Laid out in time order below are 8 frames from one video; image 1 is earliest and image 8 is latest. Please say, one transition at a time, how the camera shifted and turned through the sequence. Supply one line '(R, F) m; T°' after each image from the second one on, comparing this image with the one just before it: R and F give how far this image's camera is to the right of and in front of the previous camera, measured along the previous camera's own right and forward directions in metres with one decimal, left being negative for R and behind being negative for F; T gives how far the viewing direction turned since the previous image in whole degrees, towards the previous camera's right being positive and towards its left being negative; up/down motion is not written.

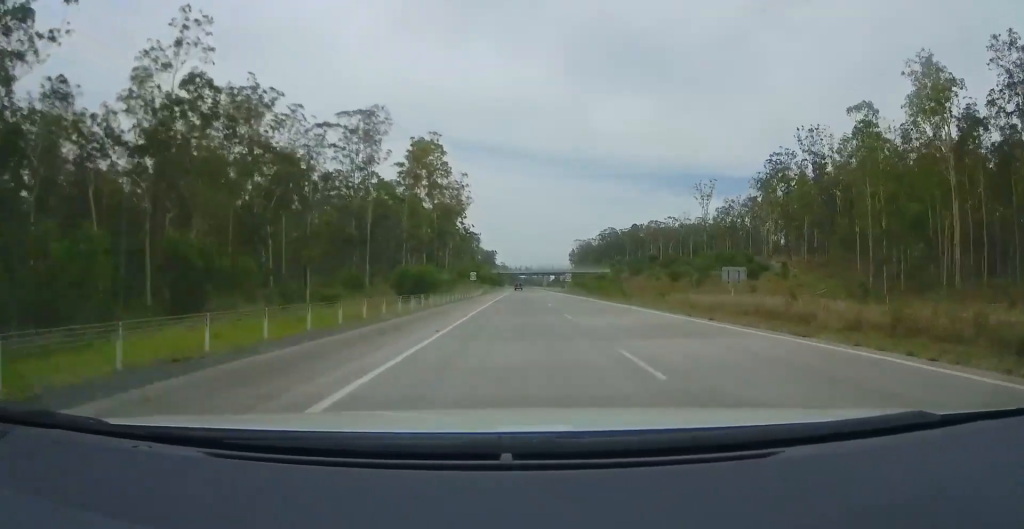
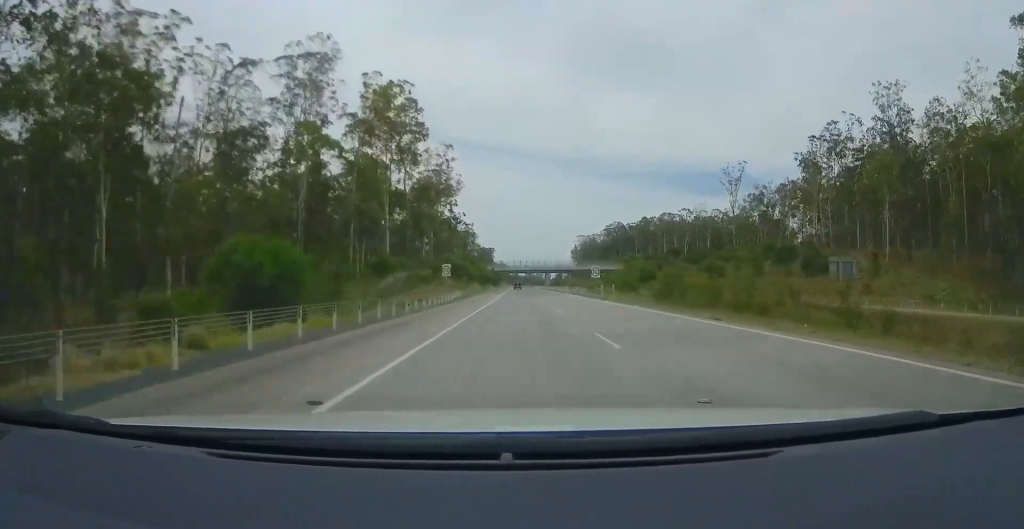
(-0.6, +32.7) m; 0°
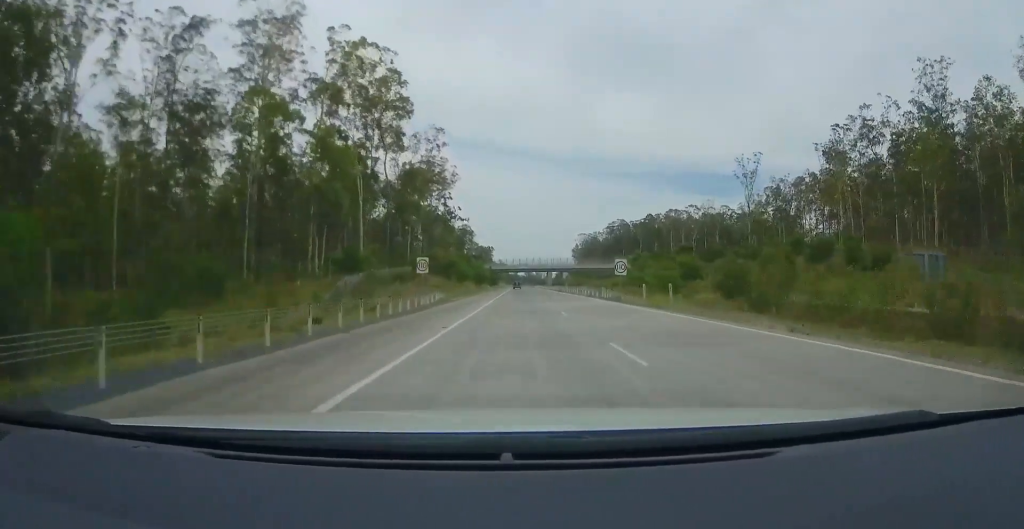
(+0.3, +14.6) m; 0°
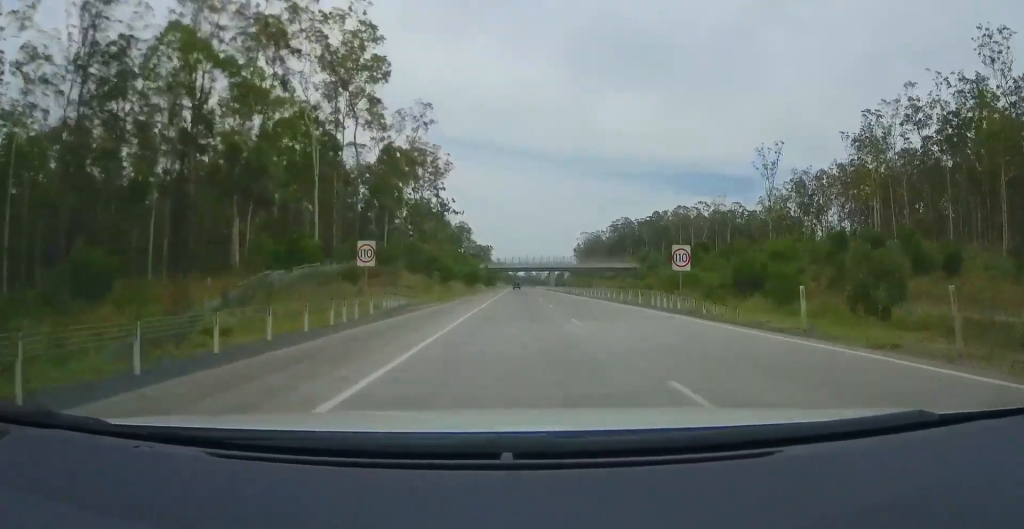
(-0.1, +15.8) m; 0°
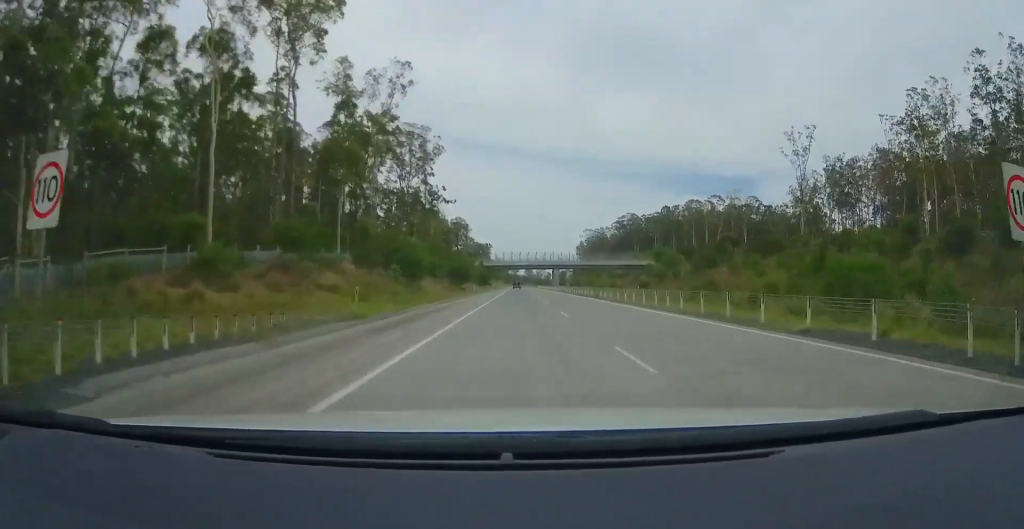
(-0.3, +20.6) m; 0°
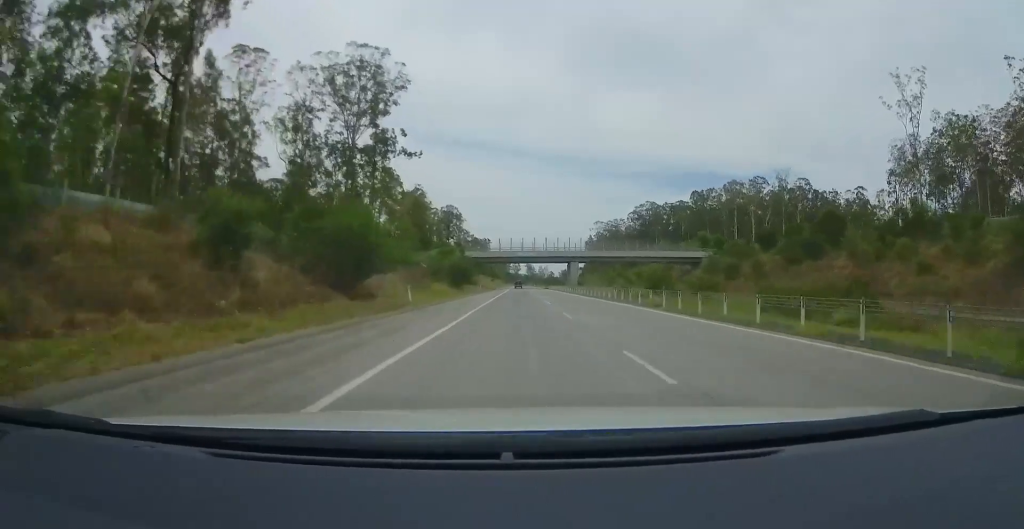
(+0.1, +48.9) m; 0°
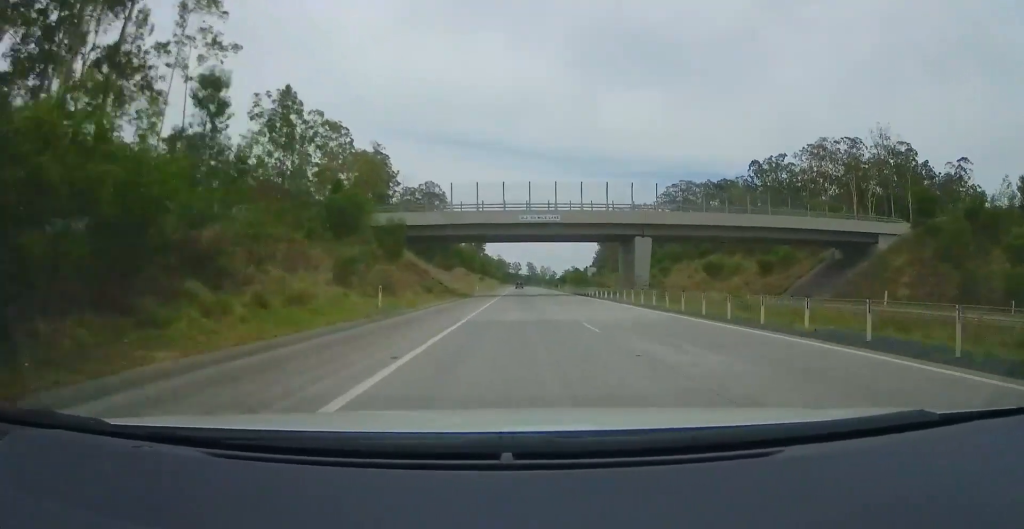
(+0.6, +64.5) m; +1°
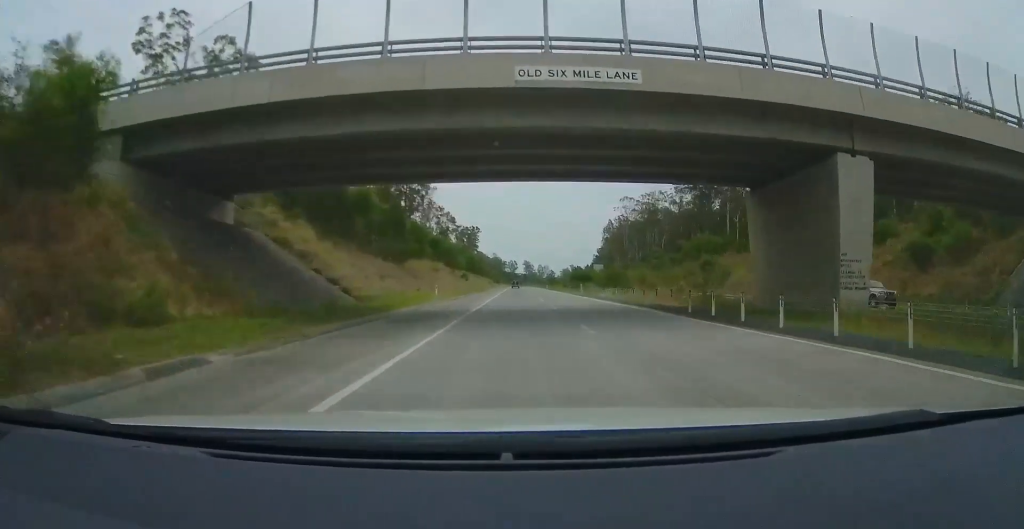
(+0.1, +36.2) m; -1°
